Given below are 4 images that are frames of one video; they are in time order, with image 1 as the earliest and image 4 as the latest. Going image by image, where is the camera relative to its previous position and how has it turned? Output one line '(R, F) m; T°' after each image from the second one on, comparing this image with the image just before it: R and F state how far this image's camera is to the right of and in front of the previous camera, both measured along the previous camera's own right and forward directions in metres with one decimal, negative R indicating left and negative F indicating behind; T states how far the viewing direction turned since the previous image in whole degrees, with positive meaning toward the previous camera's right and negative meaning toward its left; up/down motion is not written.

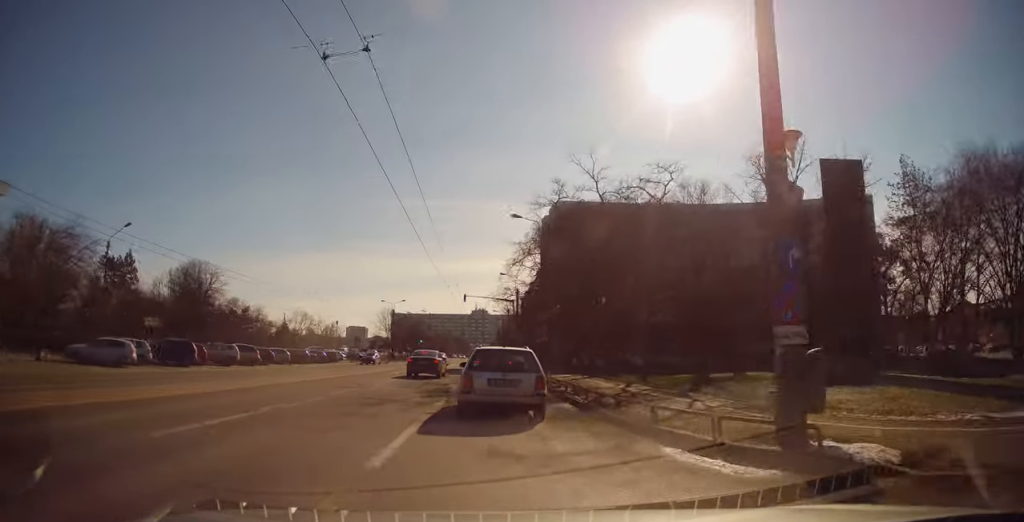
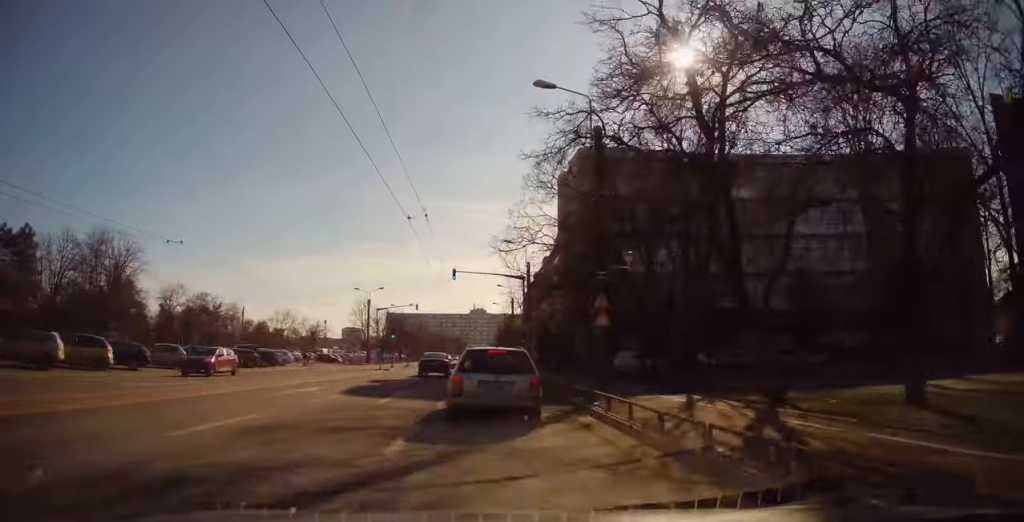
(-0.2, +18.9) m; 0°
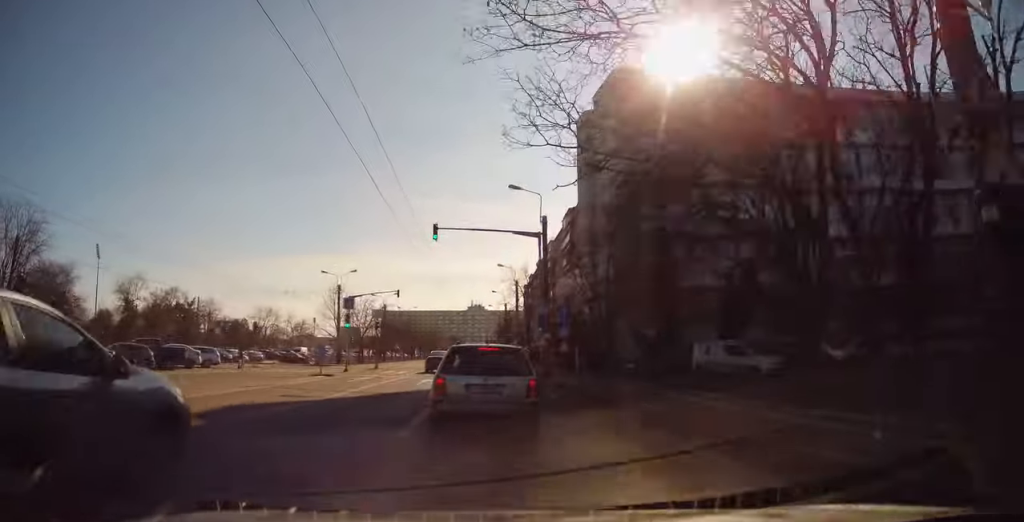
(0.0, +14.1) m; +1°
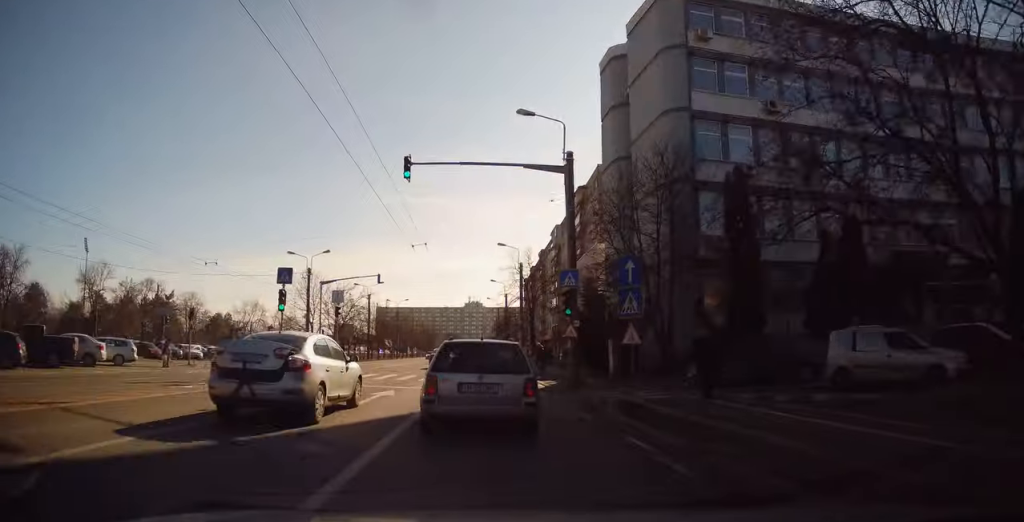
(+0.2, +10.2) m; +1°
